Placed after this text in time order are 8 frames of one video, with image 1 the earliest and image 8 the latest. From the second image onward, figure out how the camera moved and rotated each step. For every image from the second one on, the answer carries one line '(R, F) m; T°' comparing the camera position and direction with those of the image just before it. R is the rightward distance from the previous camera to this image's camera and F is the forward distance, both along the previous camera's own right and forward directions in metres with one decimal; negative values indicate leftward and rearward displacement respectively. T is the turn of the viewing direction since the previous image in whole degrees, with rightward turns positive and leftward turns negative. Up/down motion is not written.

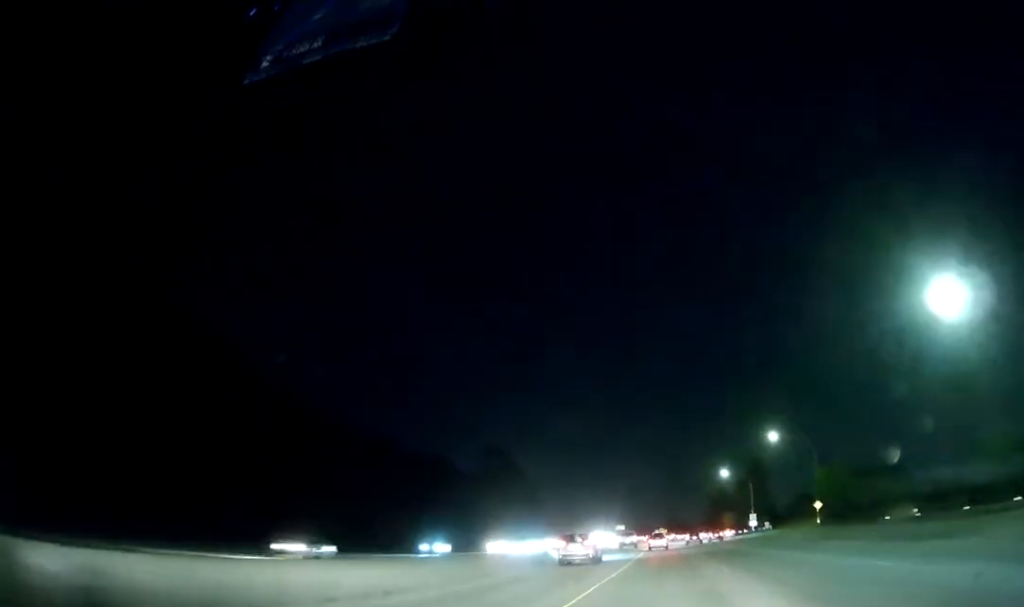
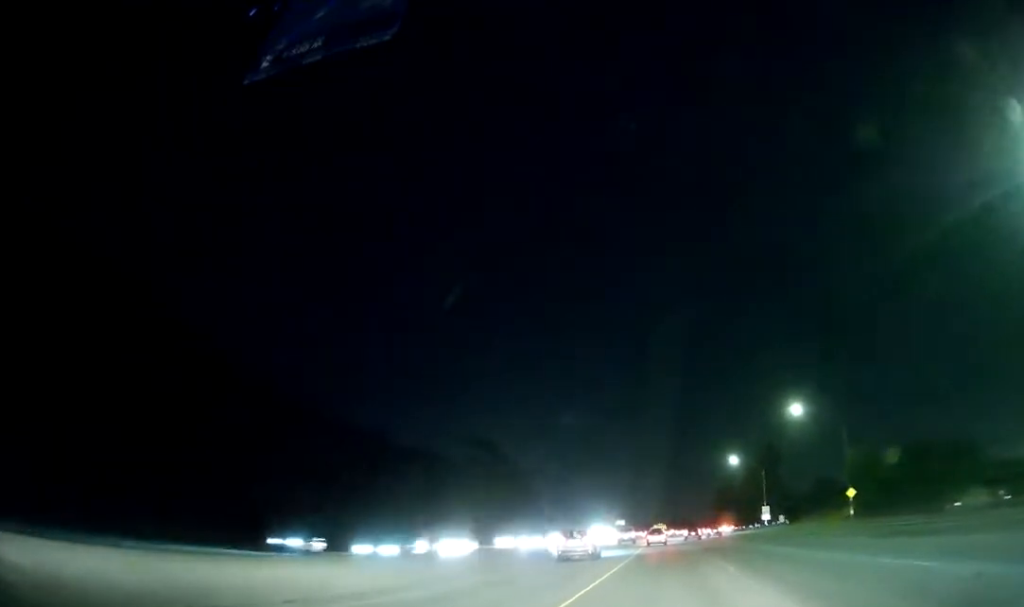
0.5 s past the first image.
(0.0, +16.3) m; 0°
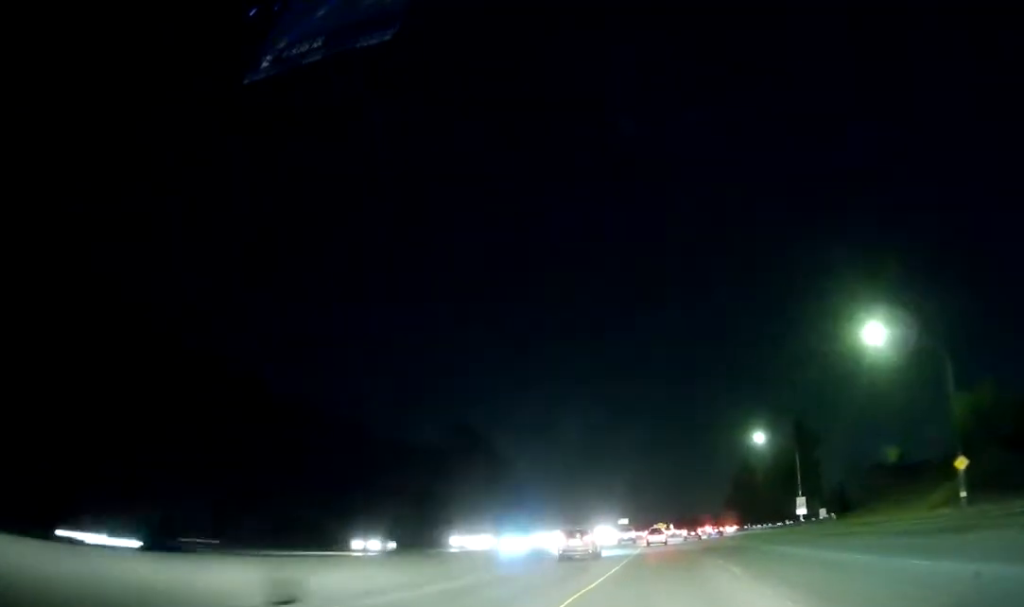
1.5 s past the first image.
(-0.1, +29.5) m; -1°
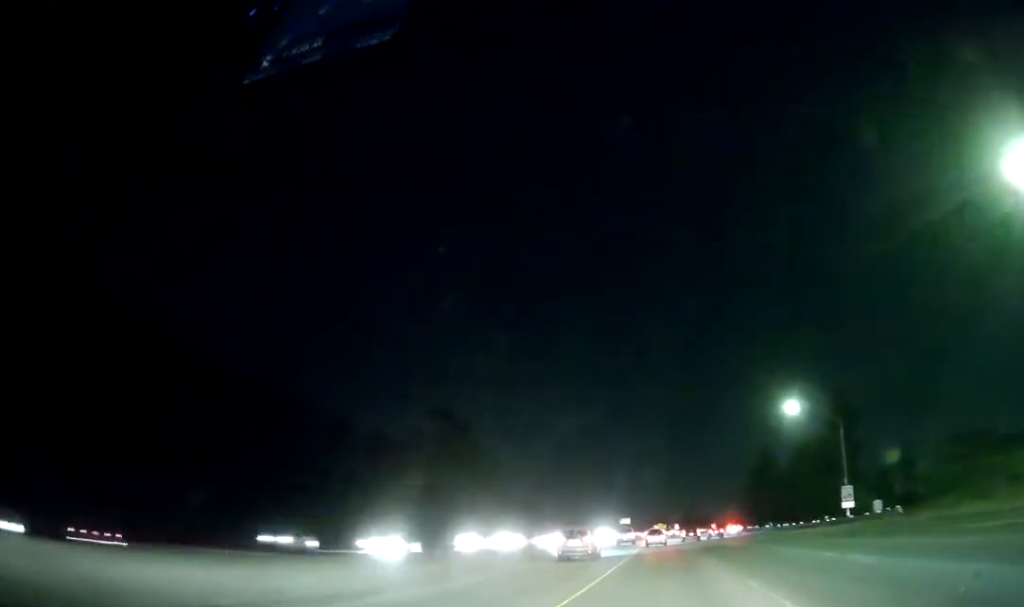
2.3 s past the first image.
(-0.1, +24.3) m; -1°
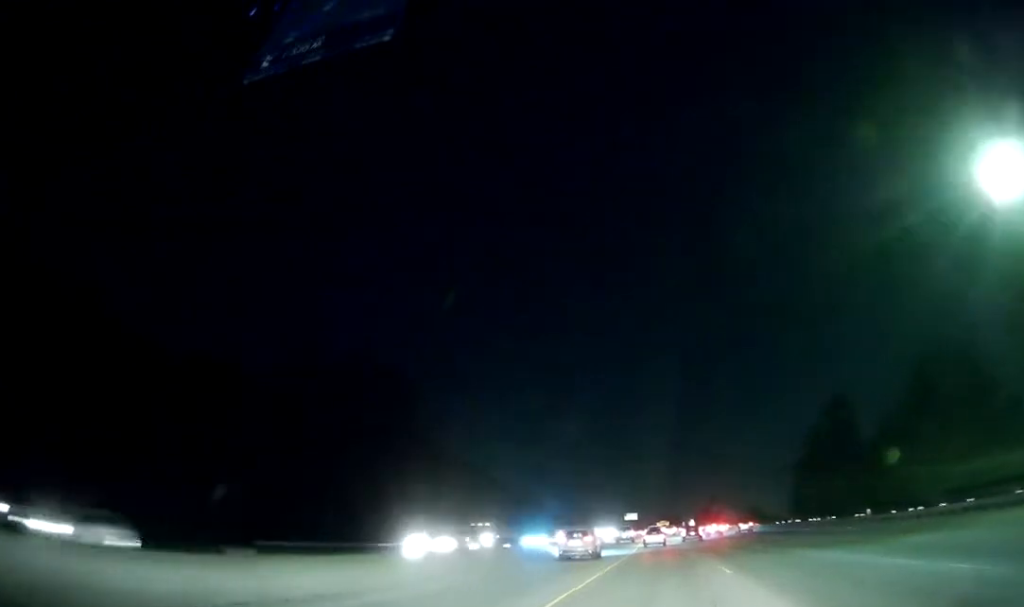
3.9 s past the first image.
(-0.7, +49.5) m; -2°
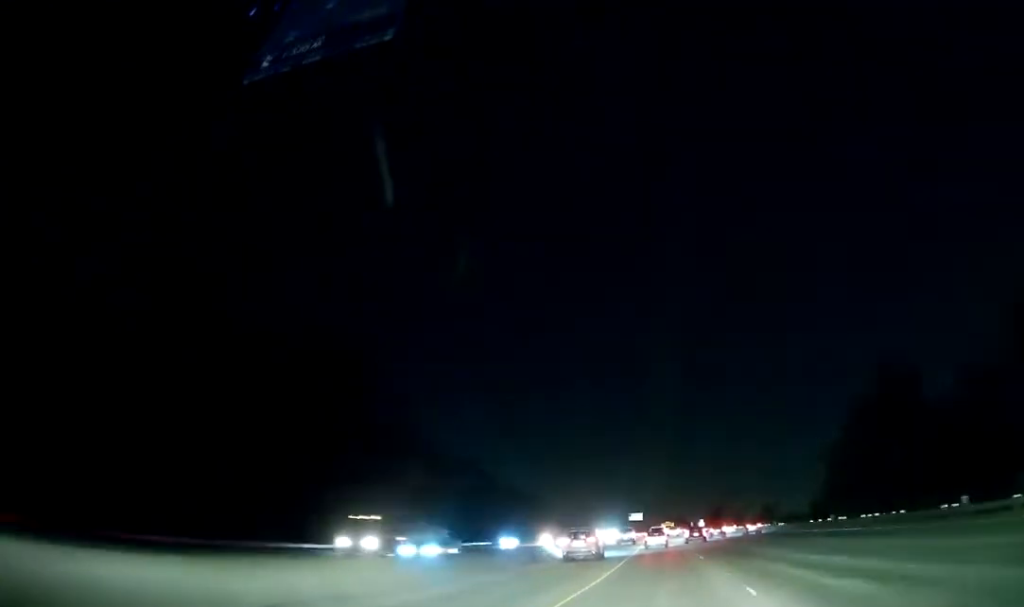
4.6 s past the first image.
(-0.1, +20.1) m; 0°
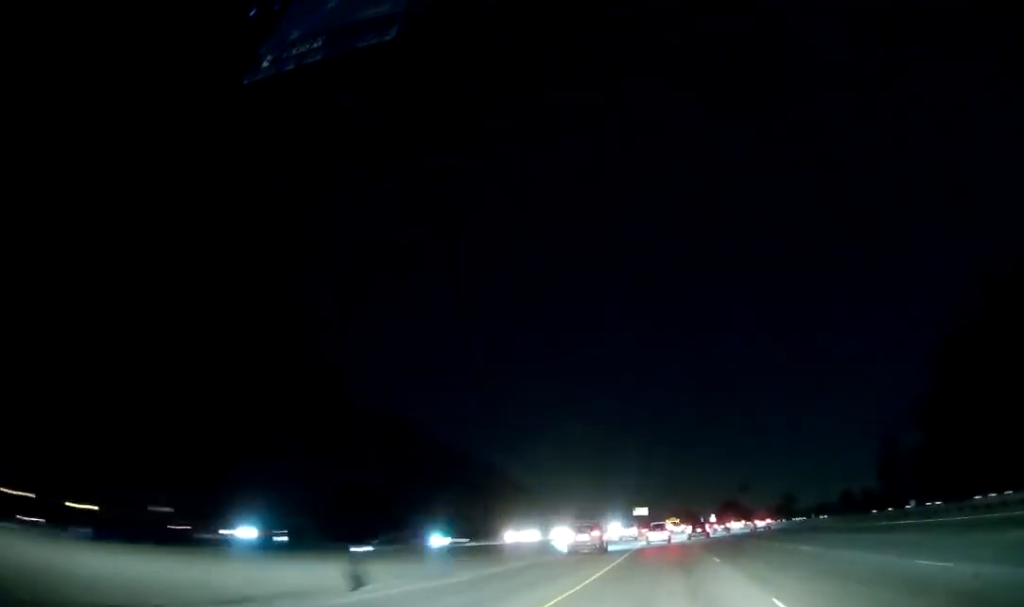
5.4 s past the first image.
(0.0, +23.1) m; 0°
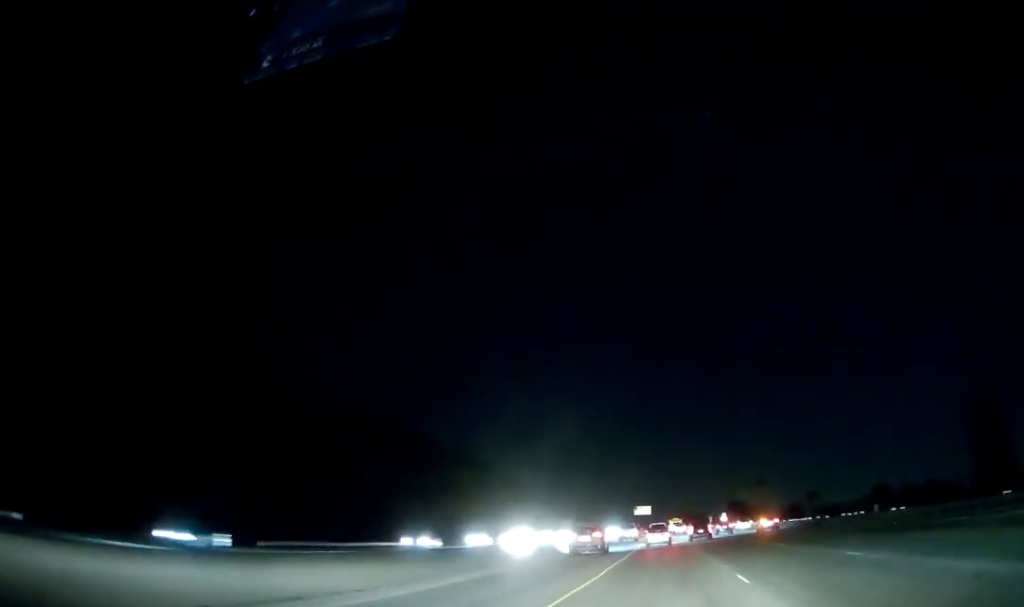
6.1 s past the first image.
(0.0, +22.9) m; 0°
